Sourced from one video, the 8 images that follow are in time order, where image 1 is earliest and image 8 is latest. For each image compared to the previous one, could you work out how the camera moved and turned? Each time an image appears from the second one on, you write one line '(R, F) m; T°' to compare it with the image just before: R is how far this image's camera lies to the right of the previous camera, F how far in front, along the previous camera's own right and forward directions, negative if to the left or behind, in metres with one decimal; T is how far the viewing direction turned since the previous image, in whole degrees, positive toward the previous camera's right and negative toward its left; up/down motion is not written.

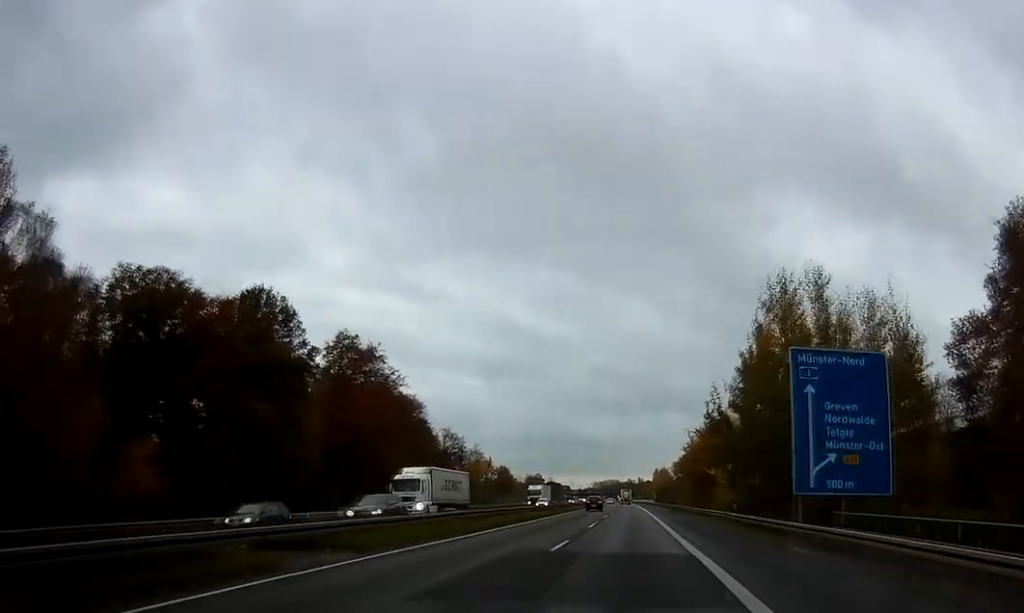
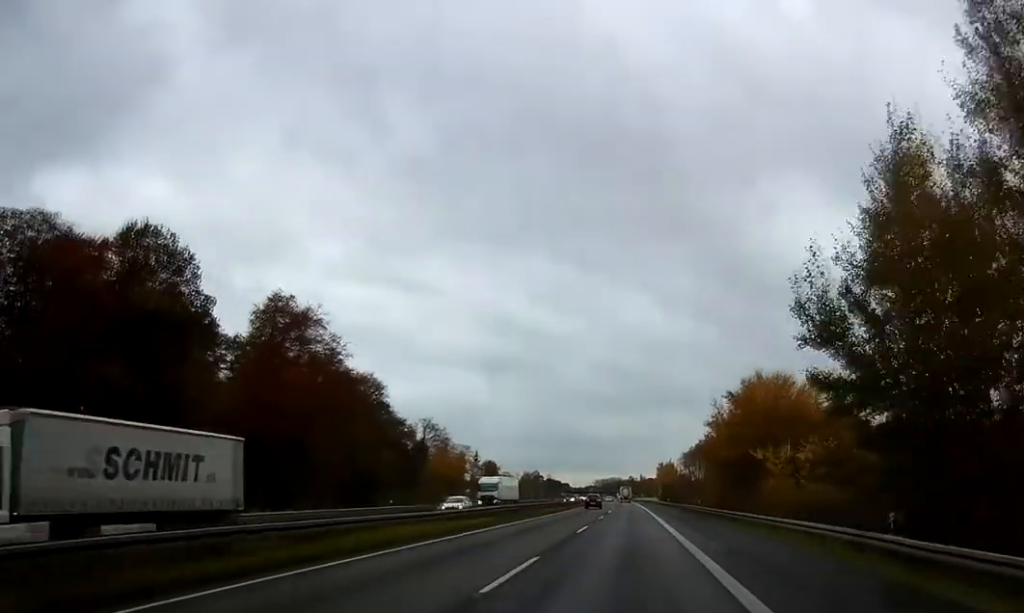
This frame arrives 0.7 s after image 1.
(-0.1, +25.6) m; 0°
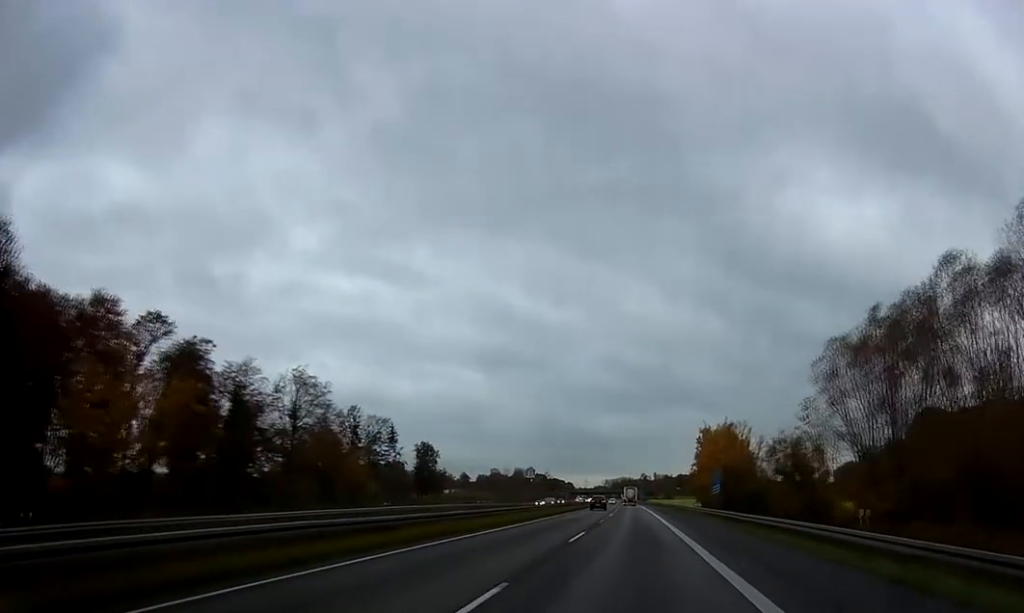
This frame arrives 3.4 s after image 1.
(-0.5, +94.4) m; -1°
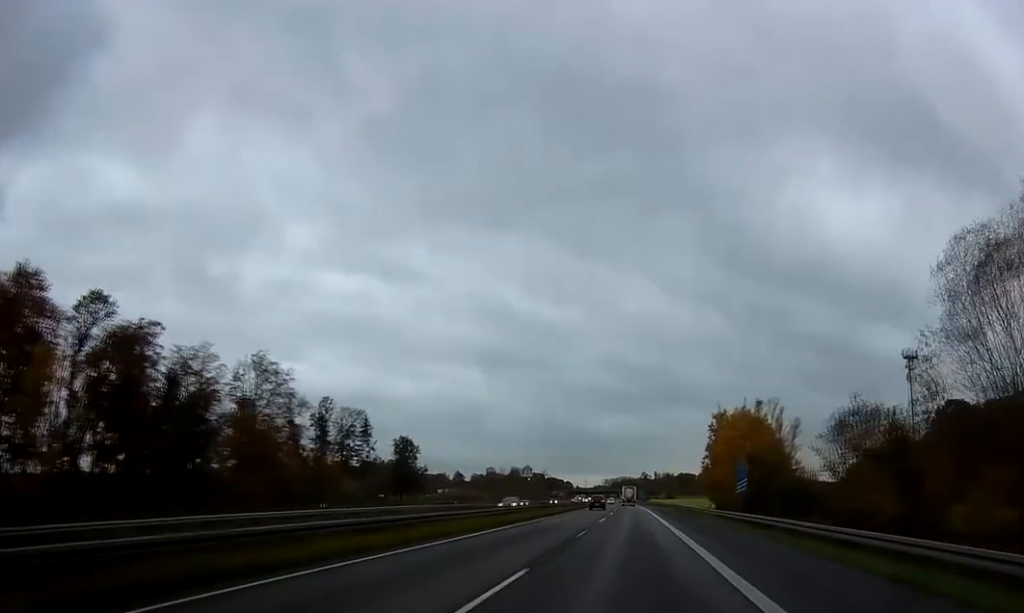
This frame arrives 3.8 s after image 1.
(-0.1, +15.4) m; 0°
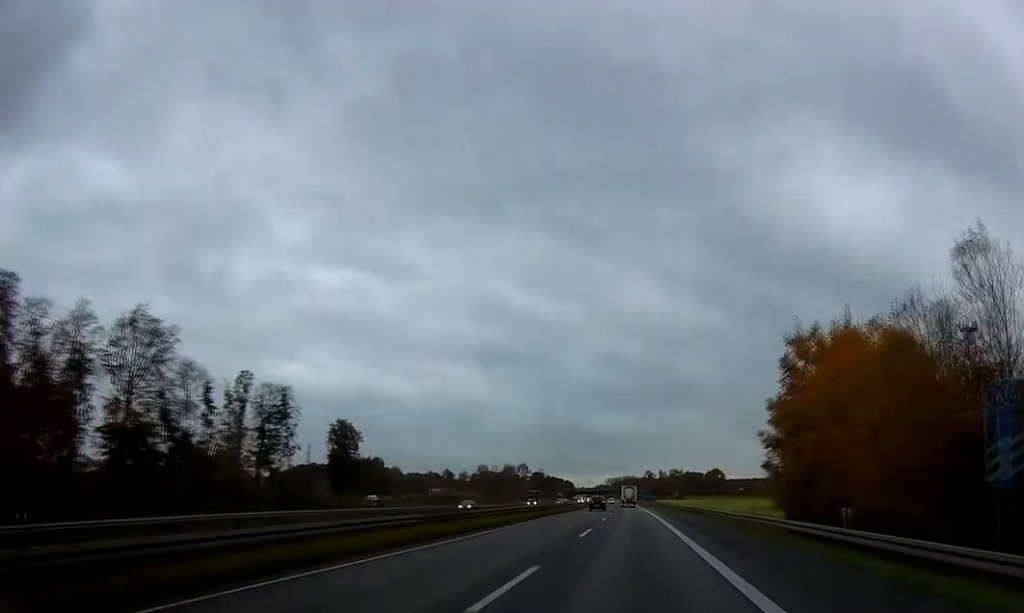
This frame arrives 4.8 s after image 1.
(-0.2, +34.9) m; -1°
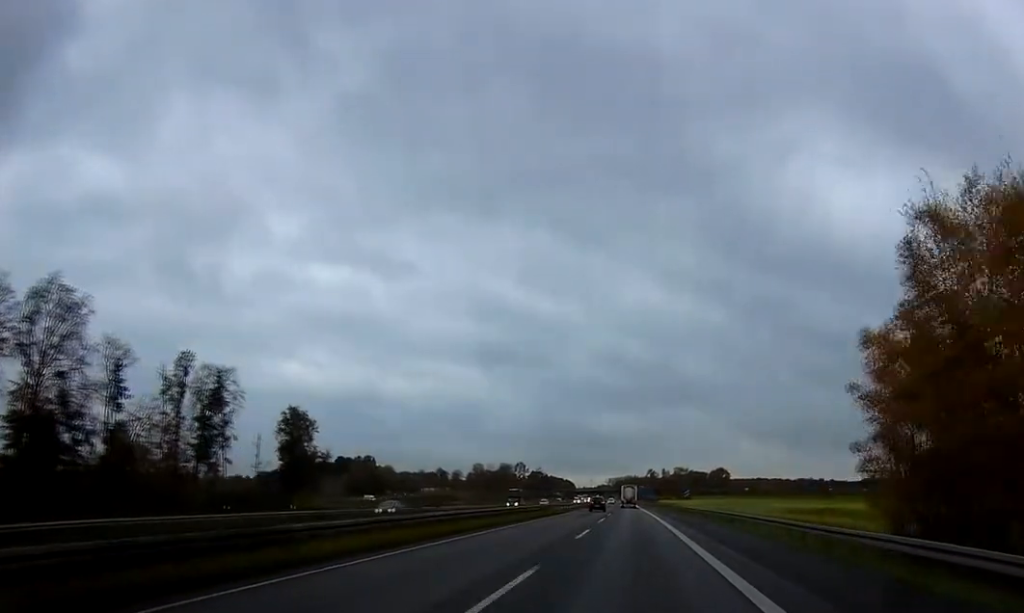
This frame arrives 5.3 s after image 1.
(0.0, +18.4) m; -1°
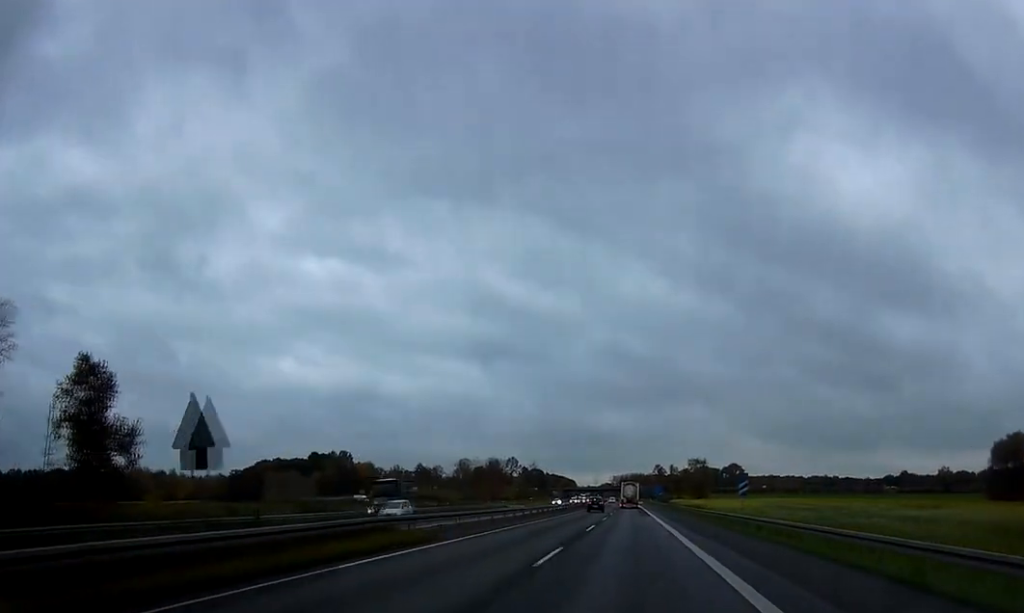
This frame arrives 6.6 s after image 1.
(-0.4, +46.2) m; 0°
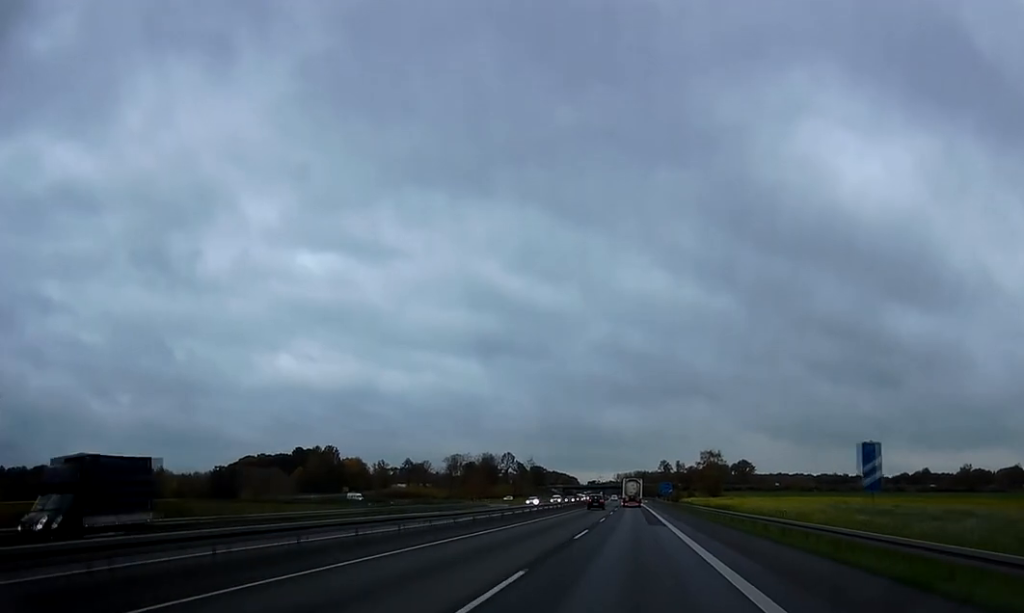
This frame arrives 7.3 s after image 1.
(+0.6, +25.3) m; 0°
